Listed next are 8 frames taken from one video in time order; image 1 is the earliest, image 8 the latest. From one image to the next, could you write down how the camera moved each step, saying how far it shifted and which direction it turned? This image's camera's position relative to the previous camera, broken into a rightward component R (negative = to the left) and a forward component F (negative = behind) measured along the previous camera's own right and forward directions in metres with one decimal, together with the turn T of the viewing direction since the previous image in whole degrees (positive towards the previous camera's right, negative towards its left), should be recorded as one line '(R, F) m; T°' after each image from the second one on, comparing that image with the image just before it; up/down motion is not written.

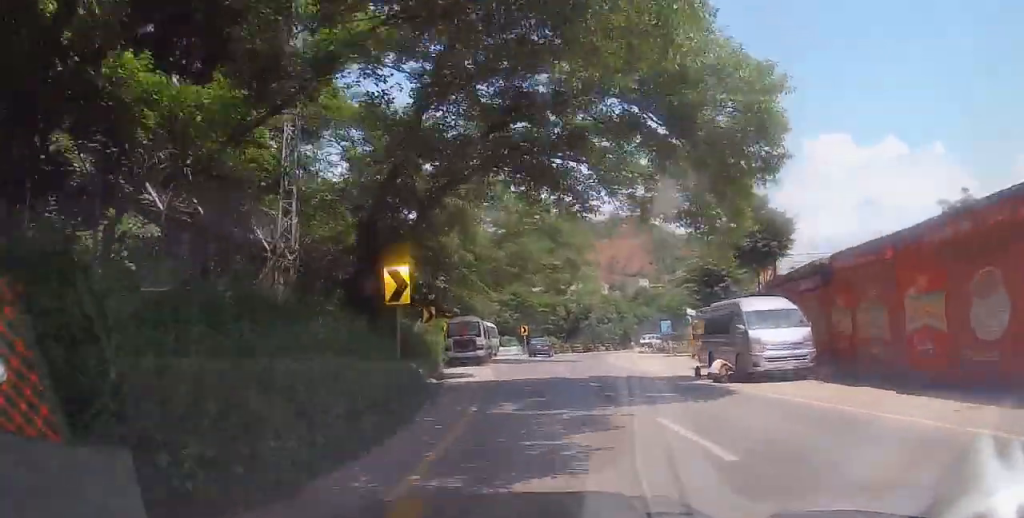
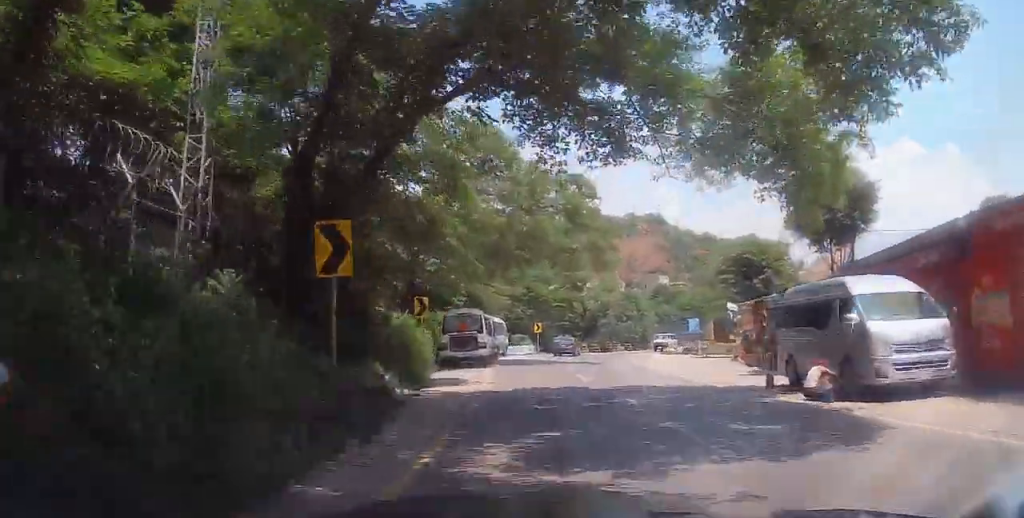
(0.0, +5.7) m; -2°
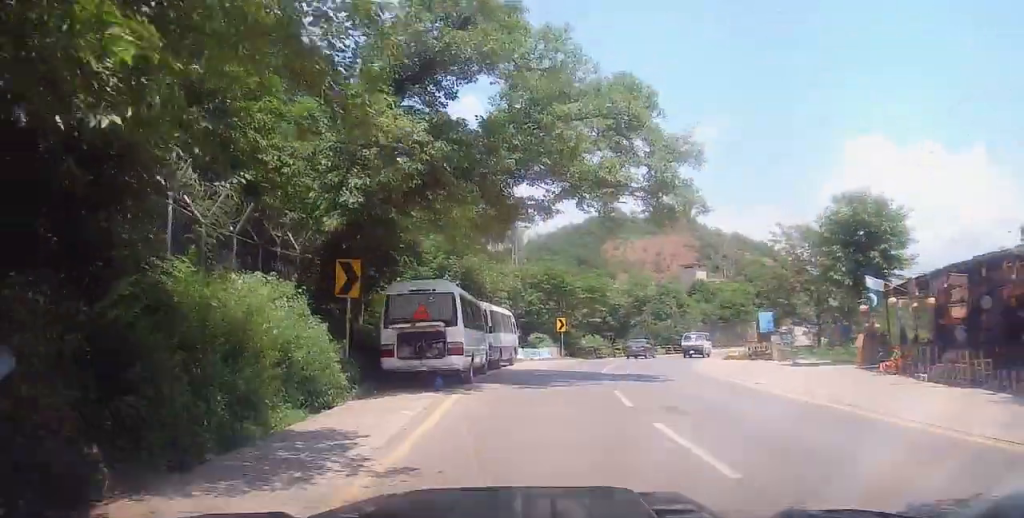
(-0.5, +13.0) m; -2°
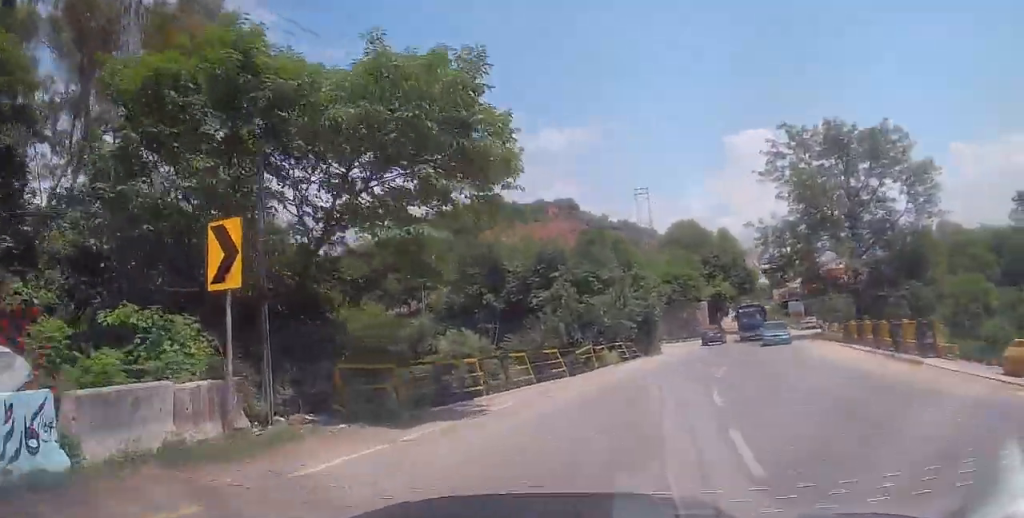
(+2.5, +37.9) m; +10°
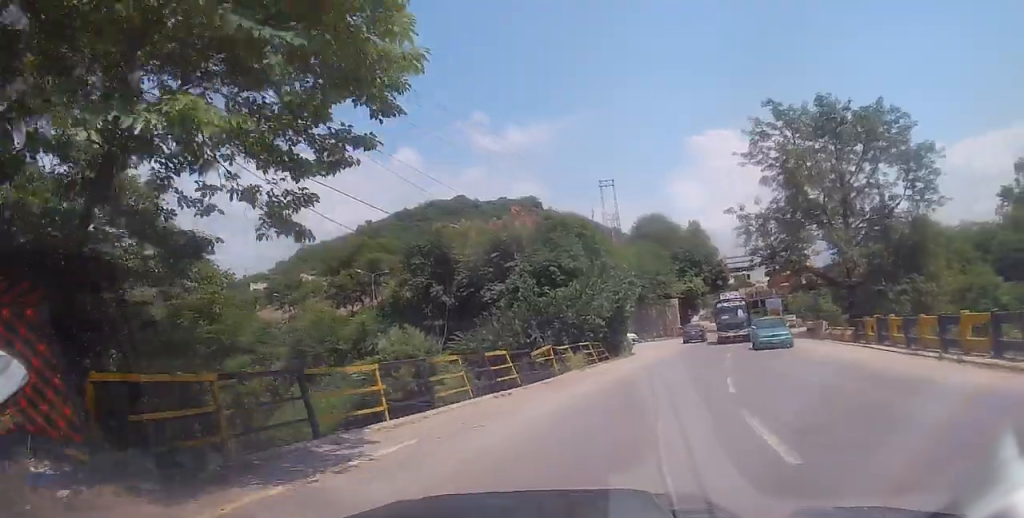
(0.0, +5.3) m; +2°
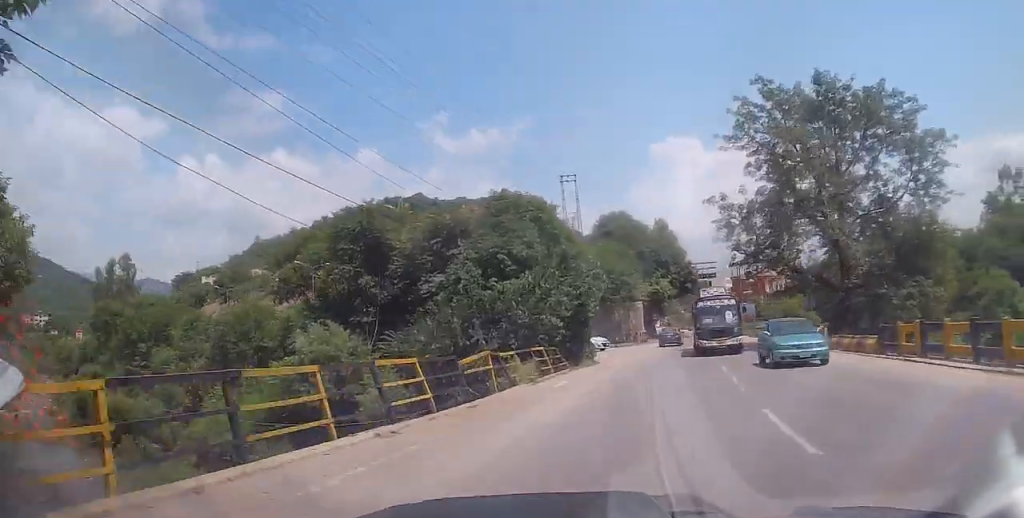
(+0.1, +6.1) m; +4°
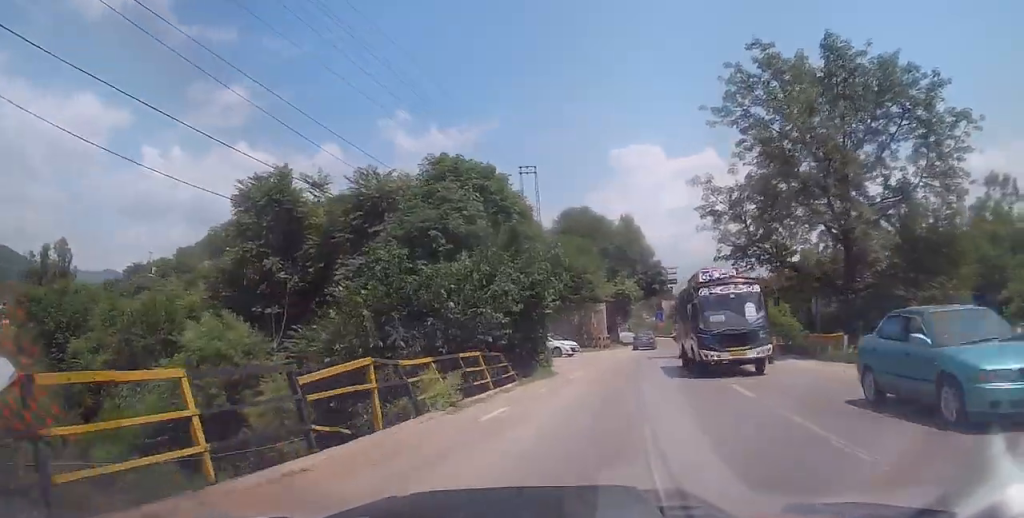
(-0.1, +6.5) m; +4°
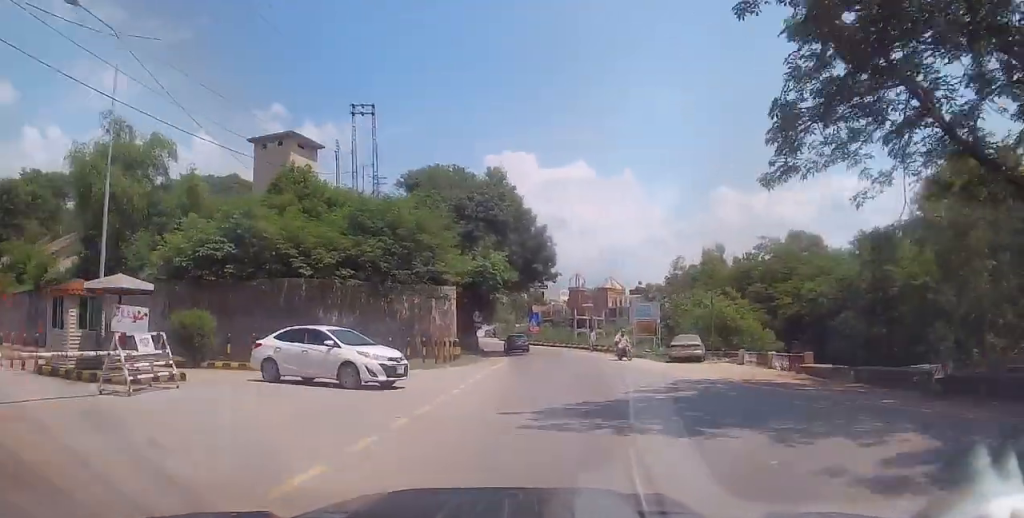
(+2.4, +23.7) m; +9°
